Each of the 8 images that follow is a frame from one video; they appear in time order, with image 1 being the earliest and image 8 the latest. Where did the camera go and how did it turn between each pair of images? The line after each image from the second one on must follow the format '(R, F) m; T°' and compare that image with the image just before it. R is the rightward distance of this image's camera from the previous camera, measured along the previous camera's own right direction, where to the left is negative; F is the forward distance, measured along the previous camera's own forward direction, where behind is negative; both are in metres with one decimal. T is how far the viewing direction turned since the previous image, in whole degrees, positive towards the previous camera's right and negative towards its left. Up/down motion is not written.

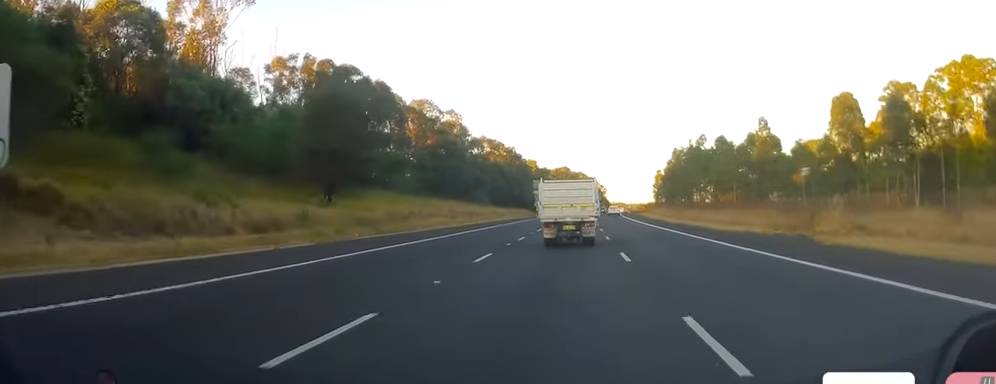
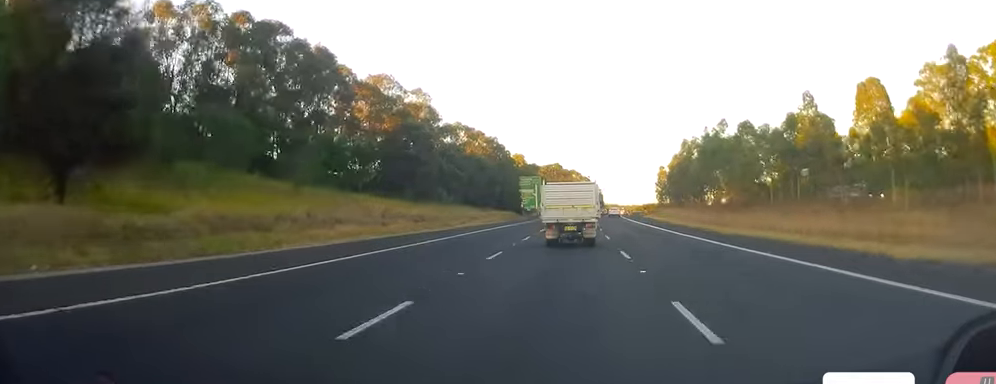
(-0.1, +22.6) m; +1°
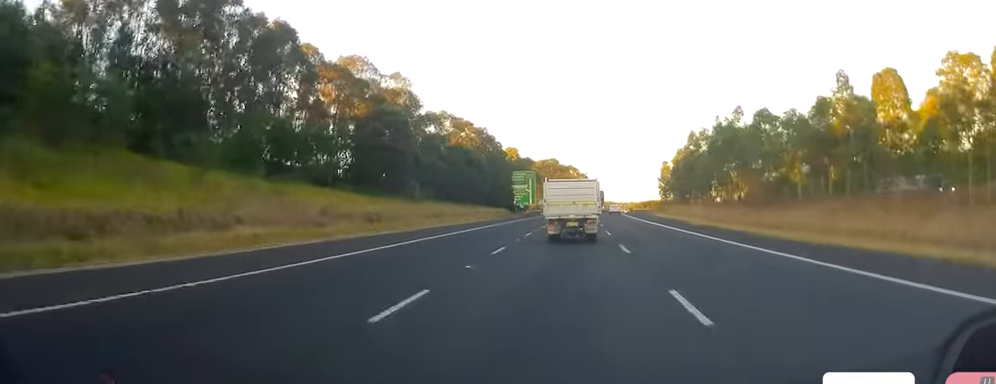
(-0.3, +11.3) m; +1°
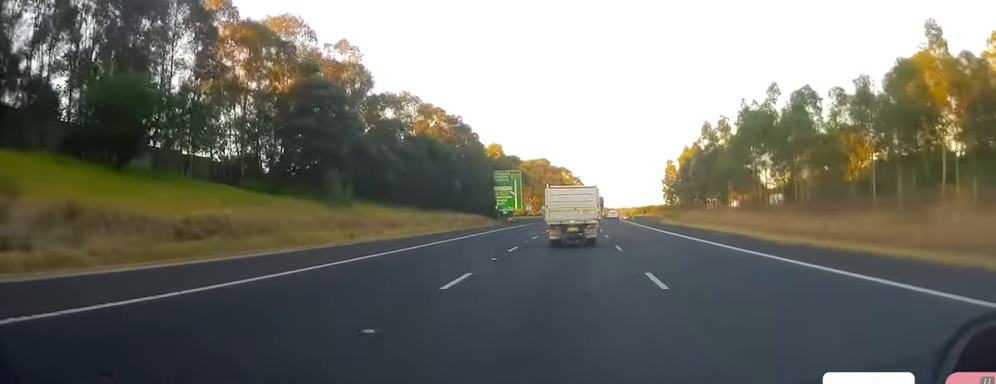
(+0.9, +19.8) m; +1°
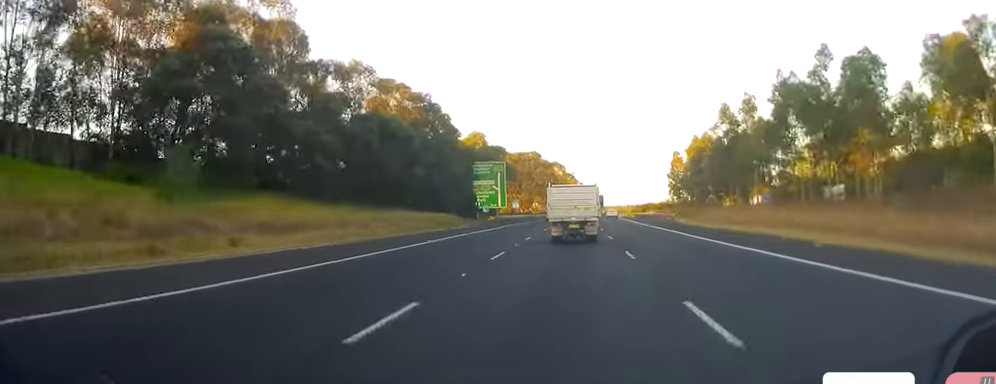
(-0.2, +17.2) m; -1°
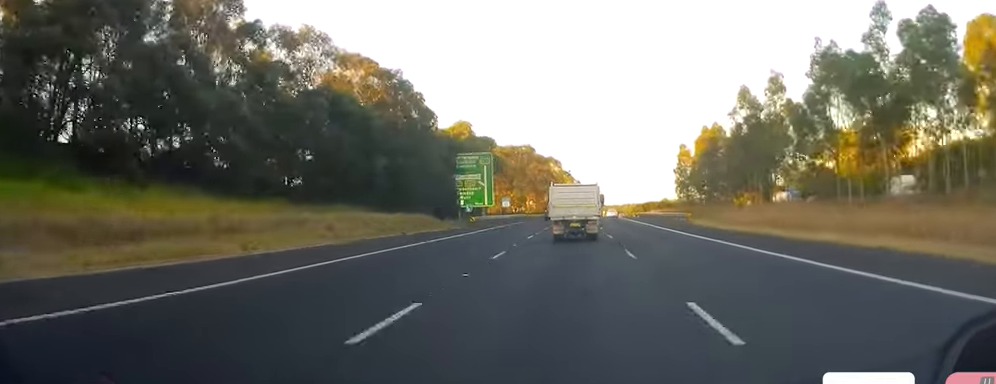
(-0.2, +12.0) m; -1°
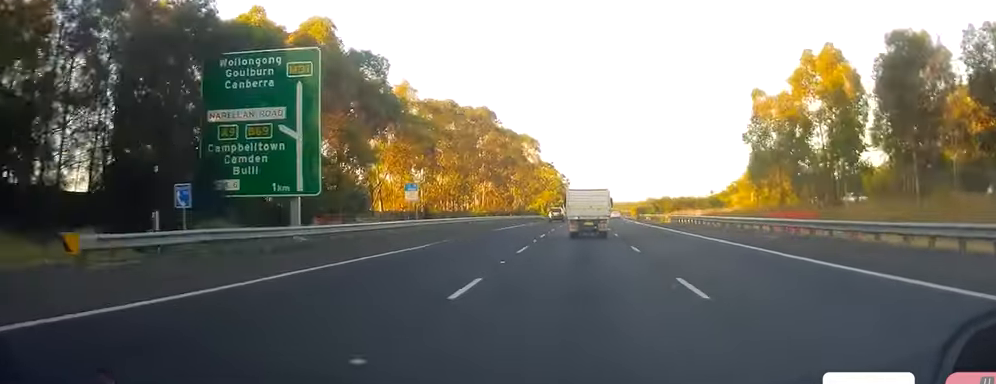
(+1.4, +56.4) m; +3°
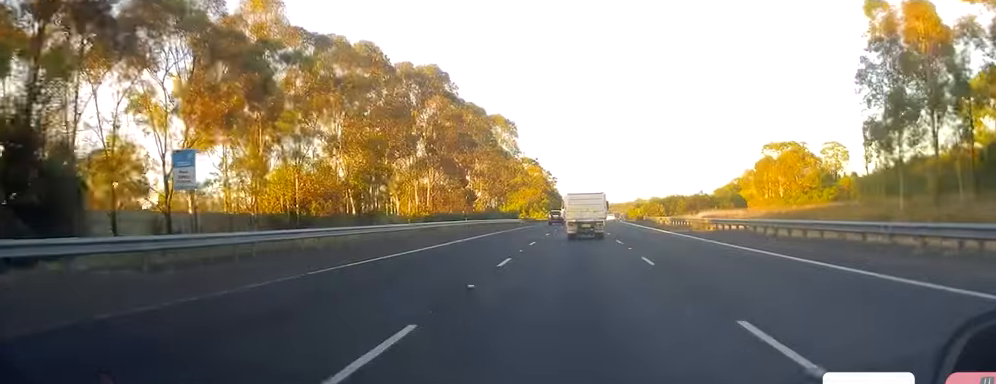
(+0.2, +29.0) m; +1°
